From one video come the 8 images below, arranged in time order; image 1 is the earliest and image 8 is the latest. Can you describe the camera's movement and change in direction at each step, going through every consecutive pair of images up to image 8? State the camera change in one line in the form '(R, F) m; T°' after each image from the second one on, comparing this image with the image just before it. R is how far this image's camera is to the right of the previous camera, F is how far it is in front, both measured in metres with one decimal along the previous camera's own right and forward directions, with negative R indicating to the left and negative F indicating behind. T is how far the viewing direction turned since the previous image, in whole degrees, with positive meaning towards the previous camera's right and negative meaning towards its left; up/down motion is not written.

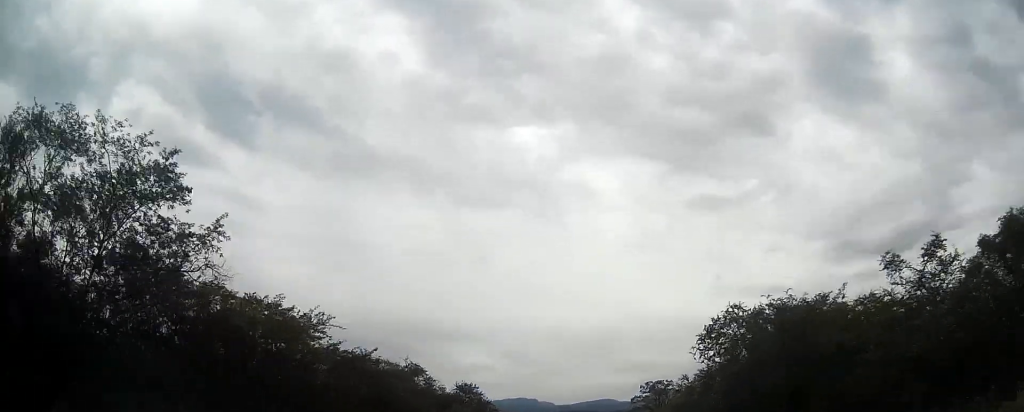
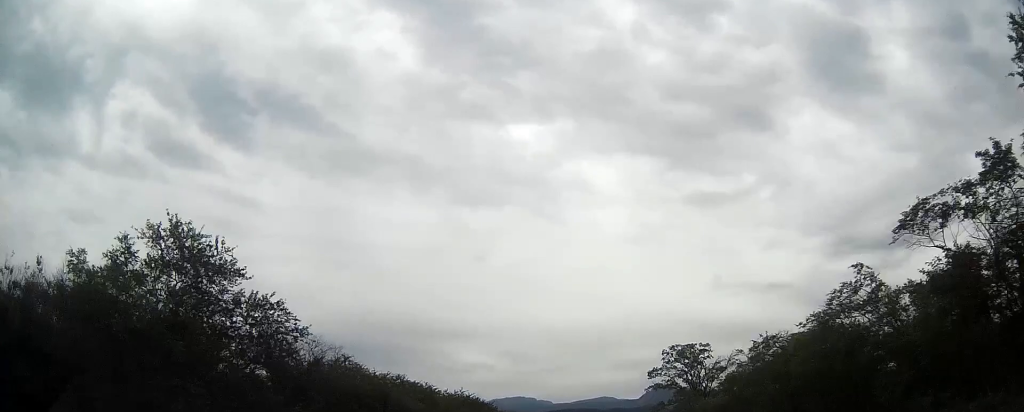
(+0.1, +32.2) m; 0°
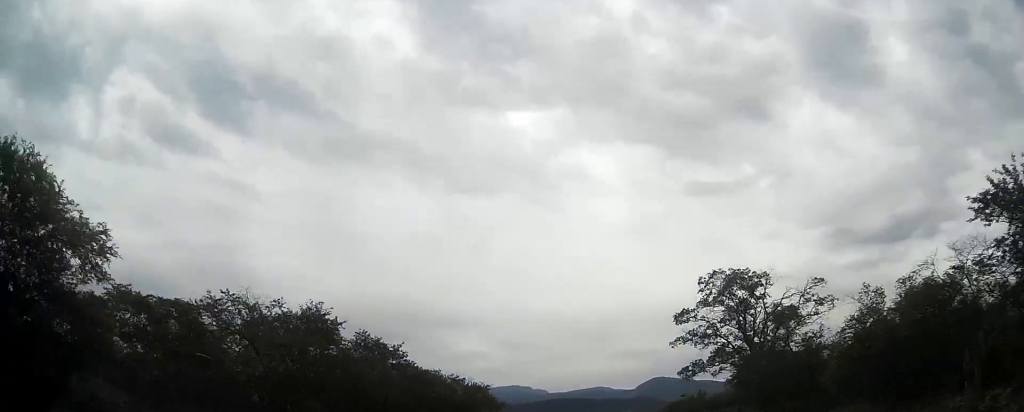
(+0.1, +25.4) m; 0°
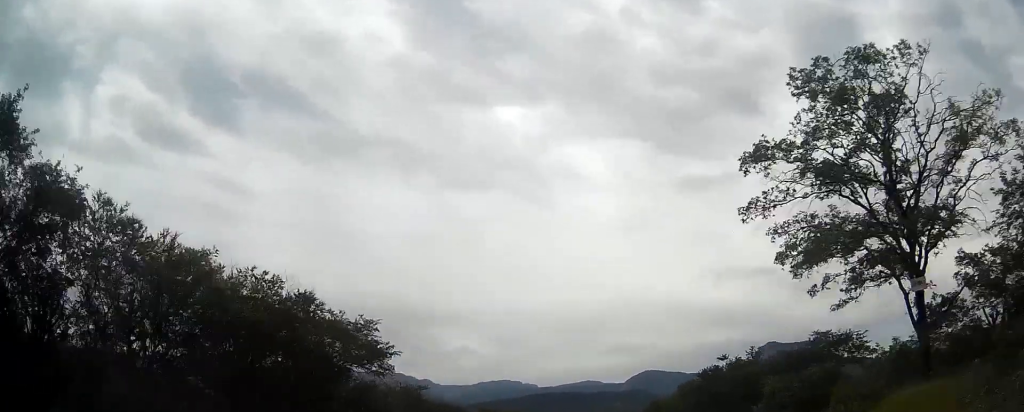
(+0.1, +22.1) m; 0°
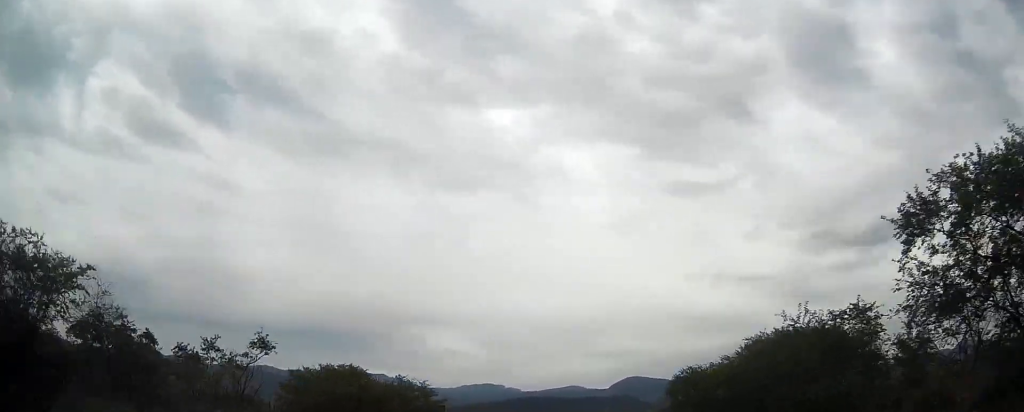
(0.0, +32.9) m; 0°
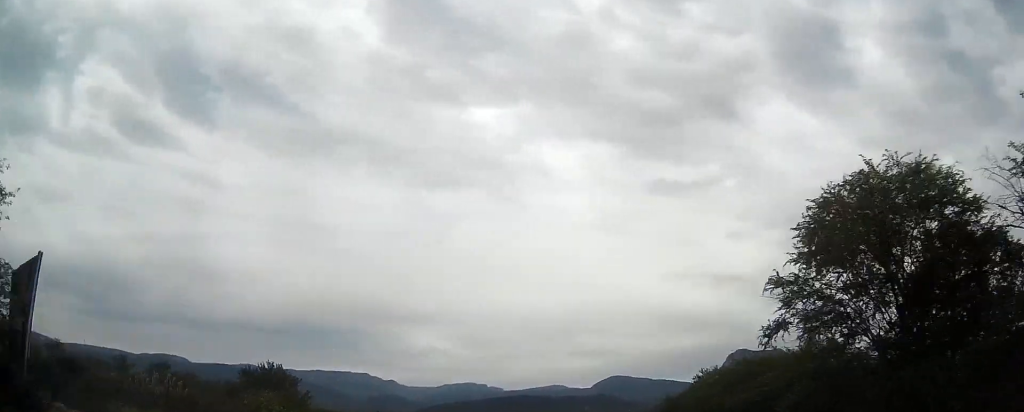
(+0.1, +29.7) m; +1°
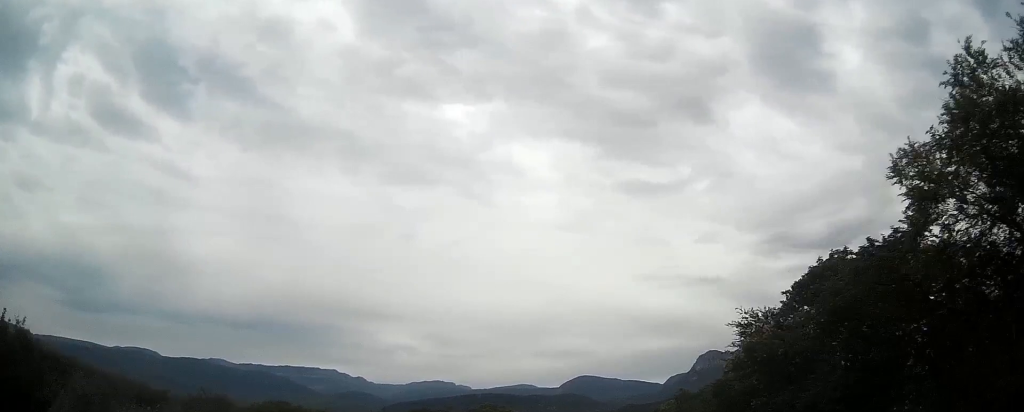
(+0.8, +43.7) m; +3°
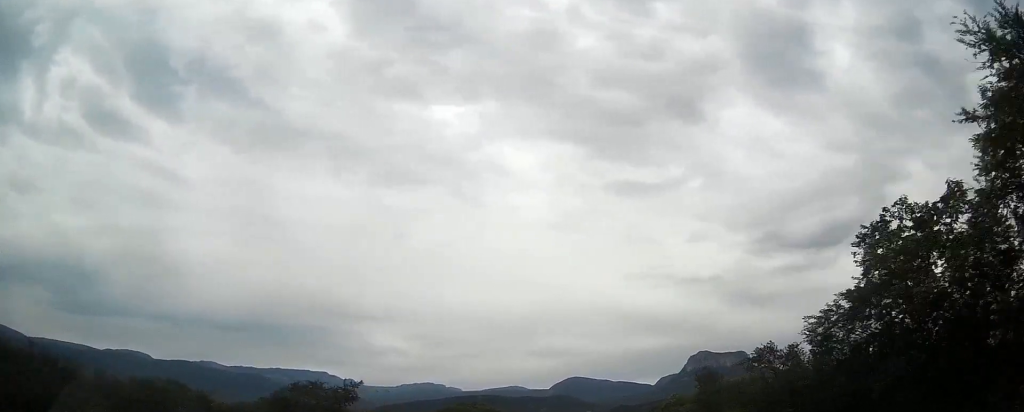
(+0.2, +17.4) m; +1°
